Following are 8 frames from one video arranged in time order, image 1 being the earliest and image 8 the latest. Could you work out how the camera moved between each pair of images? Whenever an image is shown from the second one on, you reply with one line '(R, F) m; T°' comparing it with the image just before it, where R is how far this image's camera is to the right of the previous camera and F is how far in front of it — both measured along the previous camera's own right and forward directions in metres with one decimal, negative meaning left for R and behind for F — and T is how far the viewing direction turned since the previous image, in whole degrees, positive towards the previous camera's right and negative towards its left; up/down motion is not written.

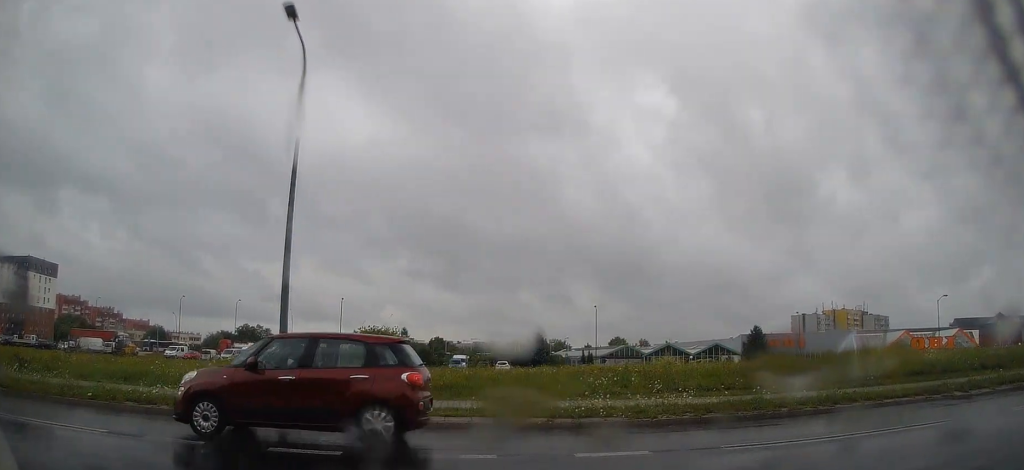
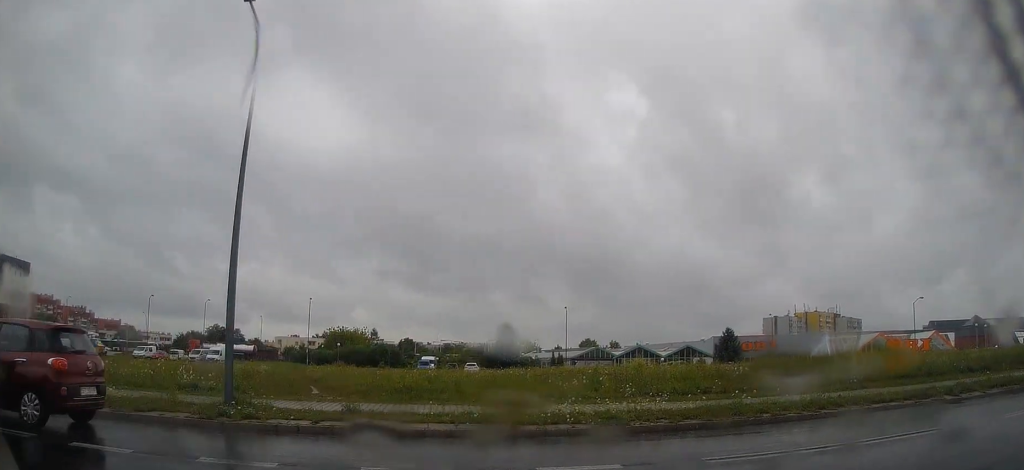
(+0.1, +1.3) m; +8°
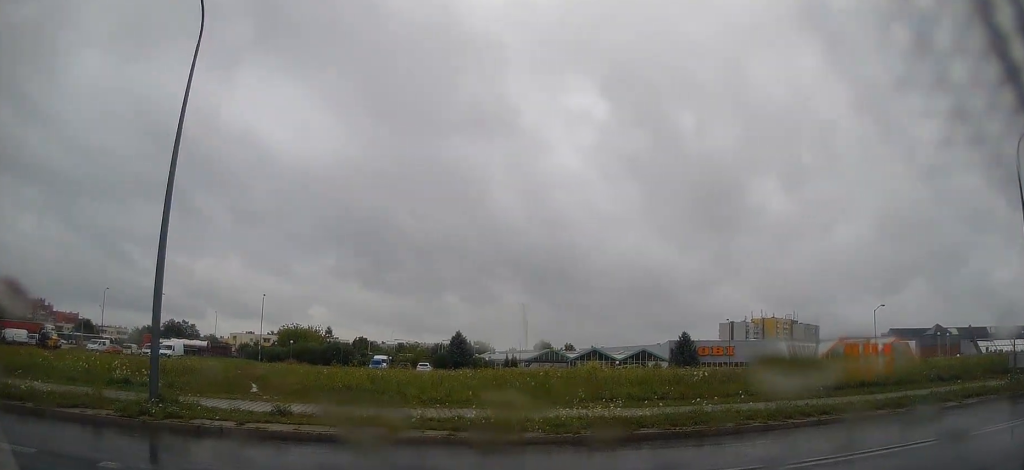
(-0.1, +1.3) m; +10°
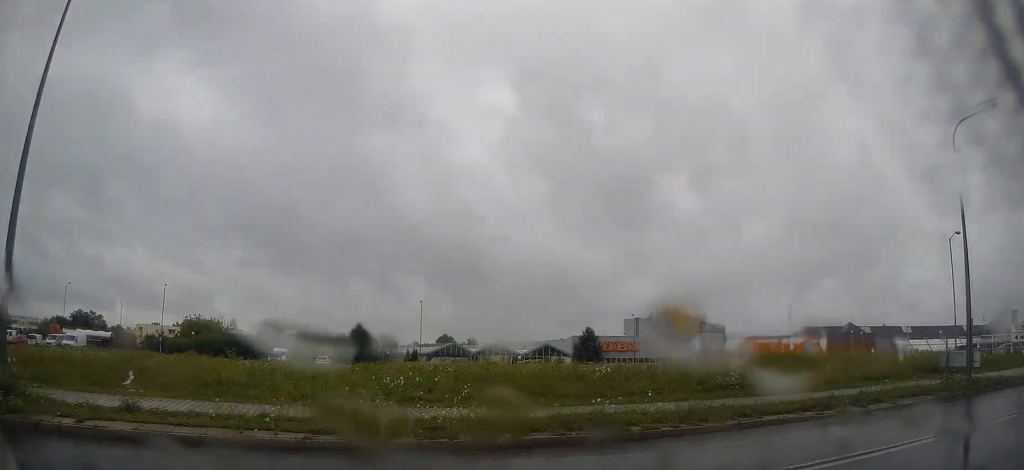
(+0.4, +2.1) m; +15°
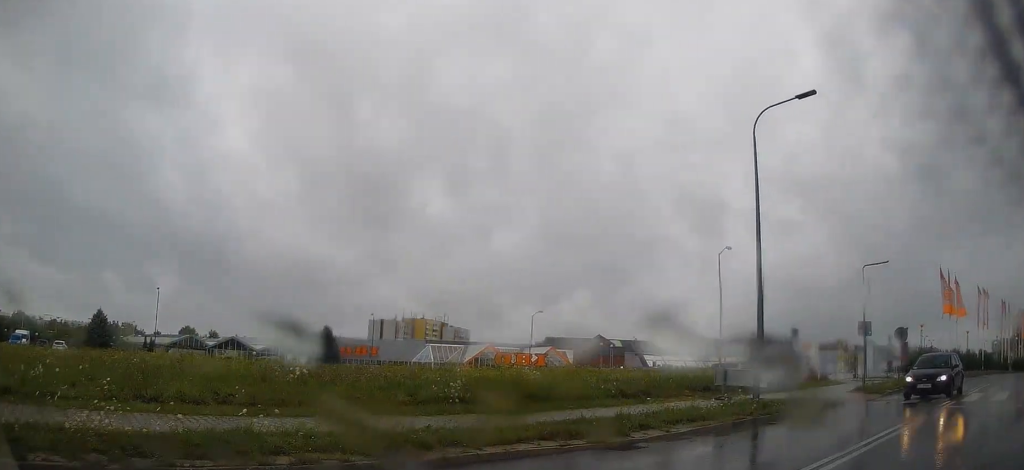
(+0.9, +4.4) m; +20°
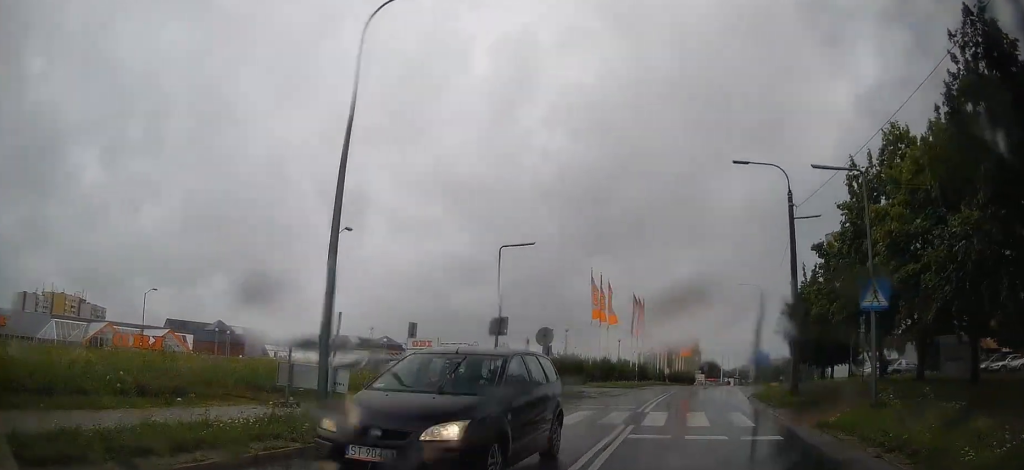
(+1.0, +7.0) m; +13°
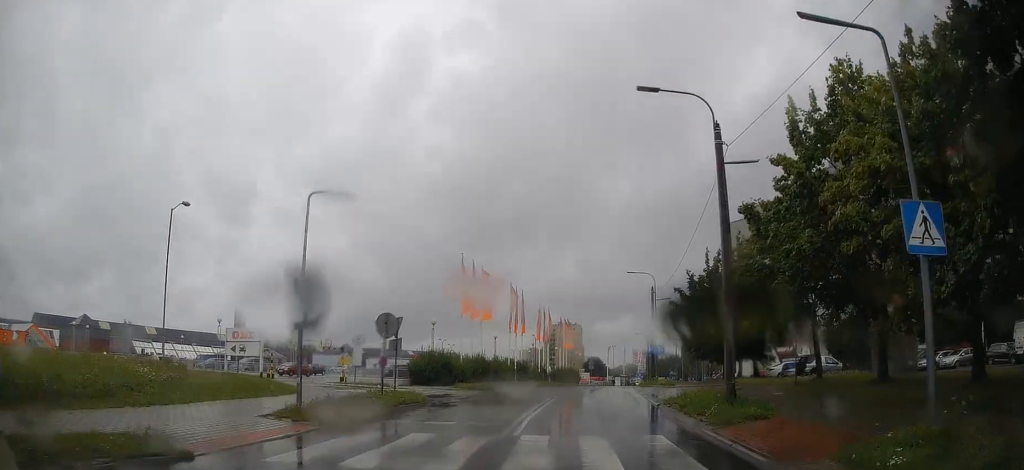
(+0.4, +7.3) m; +3°
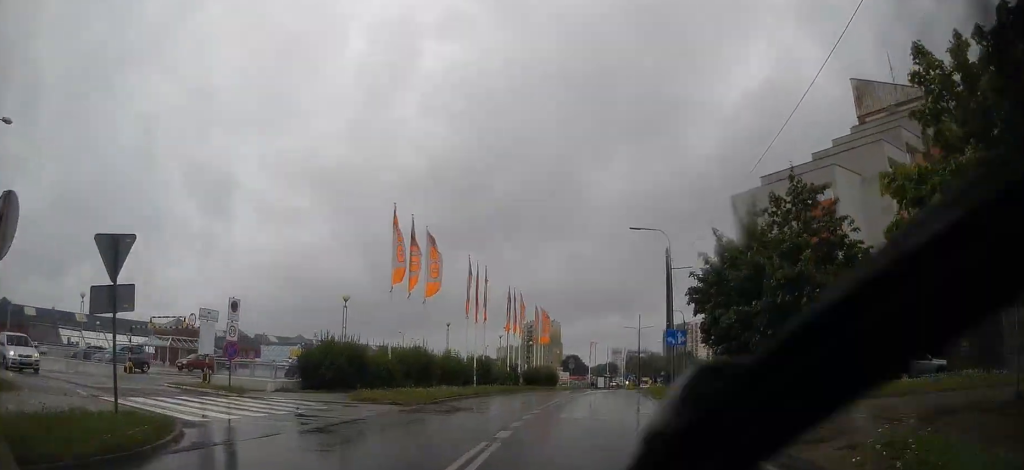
(+0.1, +16.0) m; +2°
